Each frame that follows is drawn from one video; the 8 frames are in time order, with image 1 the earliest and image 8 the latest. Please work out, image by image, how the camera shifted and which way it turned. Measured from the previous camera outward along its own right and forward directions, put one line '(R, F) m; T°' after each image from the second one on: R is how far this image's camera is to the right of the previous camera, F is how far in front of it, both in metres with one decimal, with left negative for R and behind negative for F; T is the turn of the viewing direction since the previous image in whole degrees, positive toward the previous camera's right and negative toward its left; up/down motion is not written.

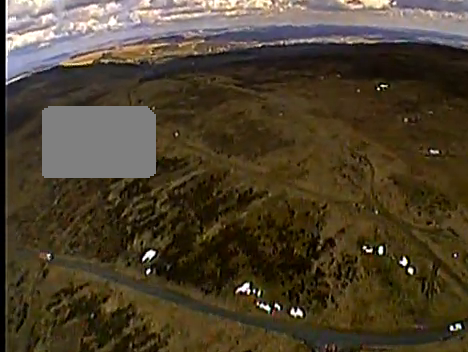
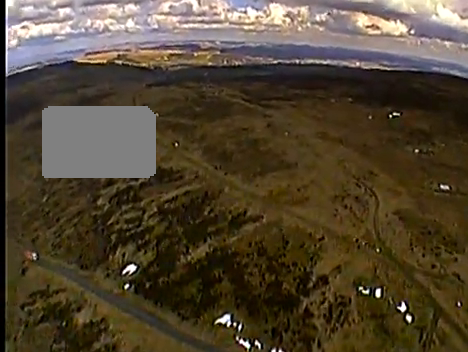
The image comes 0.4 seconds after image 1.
(+0.2, +13.1) m; +1°
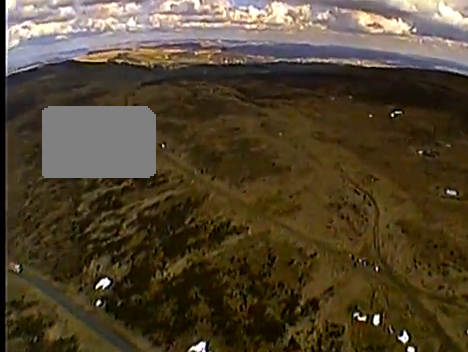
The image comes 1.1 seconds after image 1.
(+0.2, +18.7) m; +1°
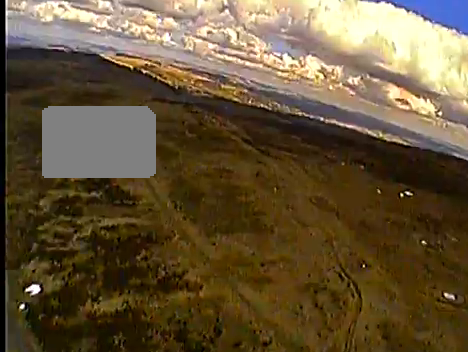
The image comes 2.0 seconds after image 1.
(+0.2, +25.6) m; +3°
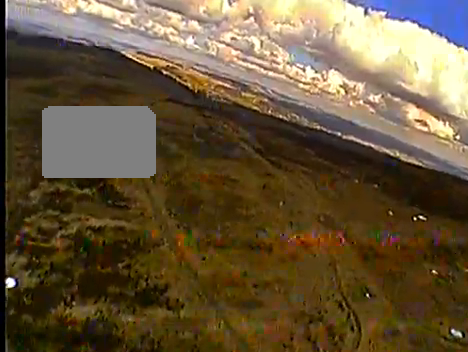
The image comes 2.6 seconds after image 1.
(+0.7, +13.8) m; +3°
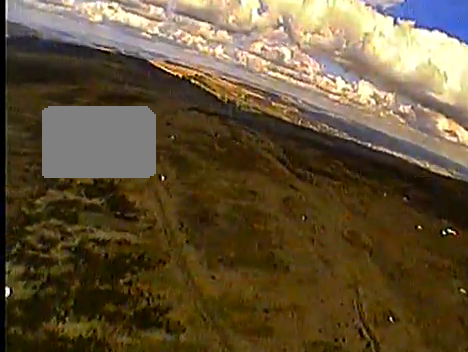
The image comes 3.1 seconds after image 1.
(+0.2, +12.6) m; +2°
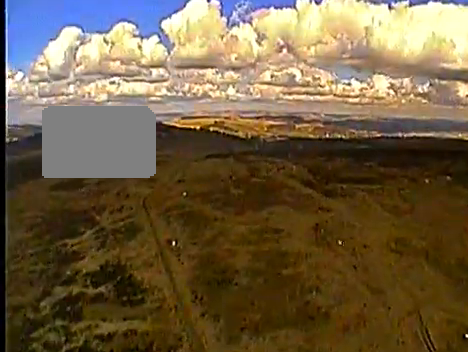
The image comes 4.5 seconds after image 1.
(+0.6, +29.4) m; +1°
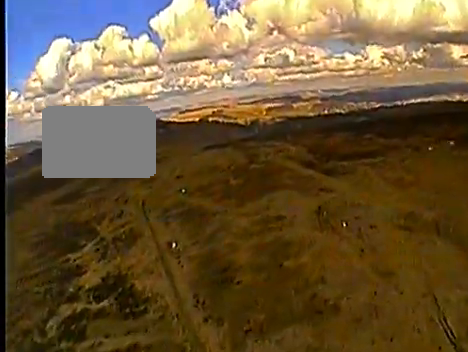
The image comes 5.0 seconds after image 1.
(0.0, +7.9) m; 0°
